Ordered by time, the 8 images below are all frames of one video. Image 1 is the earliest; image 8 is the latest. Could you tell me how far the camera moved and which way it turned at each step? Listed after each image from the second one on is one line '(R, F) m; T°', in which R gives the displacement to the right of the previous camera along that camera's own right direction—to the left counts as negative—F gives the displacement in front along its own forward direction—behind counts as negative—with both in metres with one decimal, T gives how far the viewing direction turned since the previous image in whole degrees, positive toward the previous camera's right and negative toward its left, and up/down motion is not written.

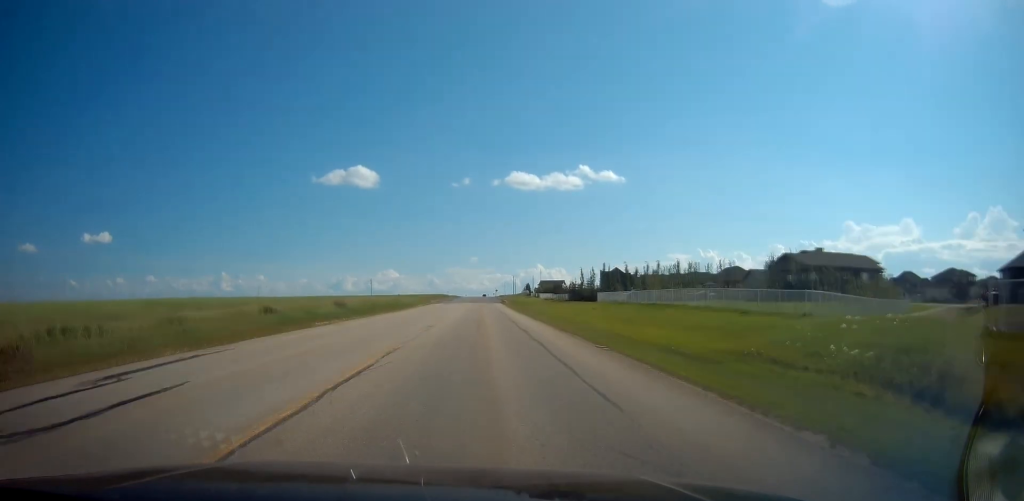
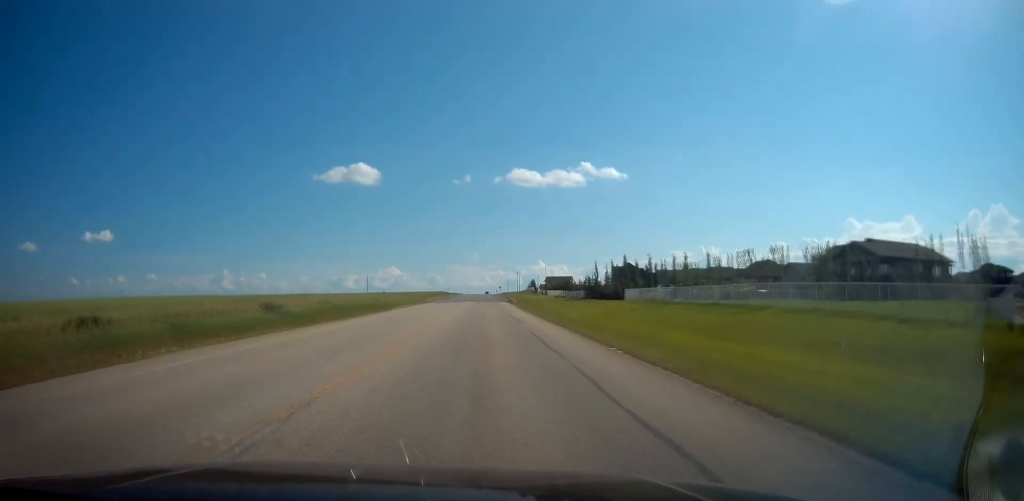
(0.0, +16.7) m; 0°
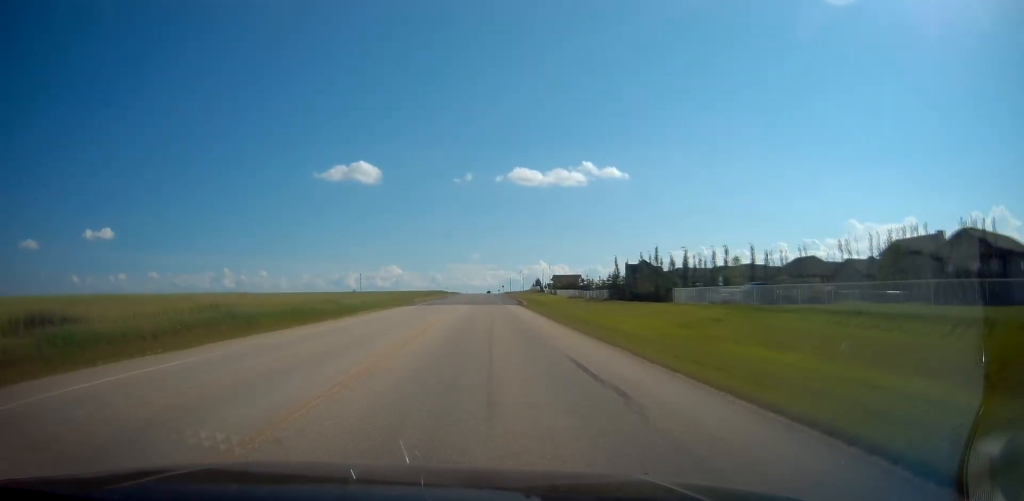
(0.0, +19.5) m; 0°
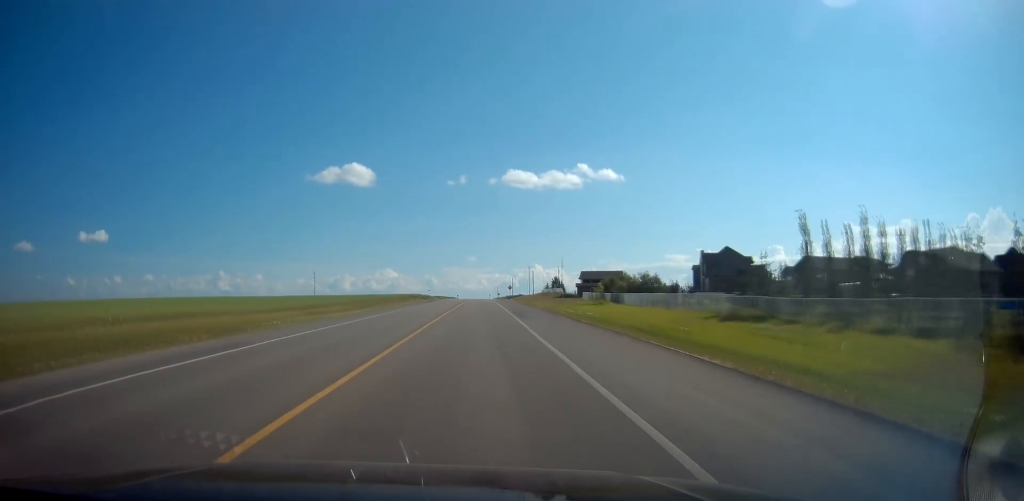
(0.0, +73.4) m; 0°
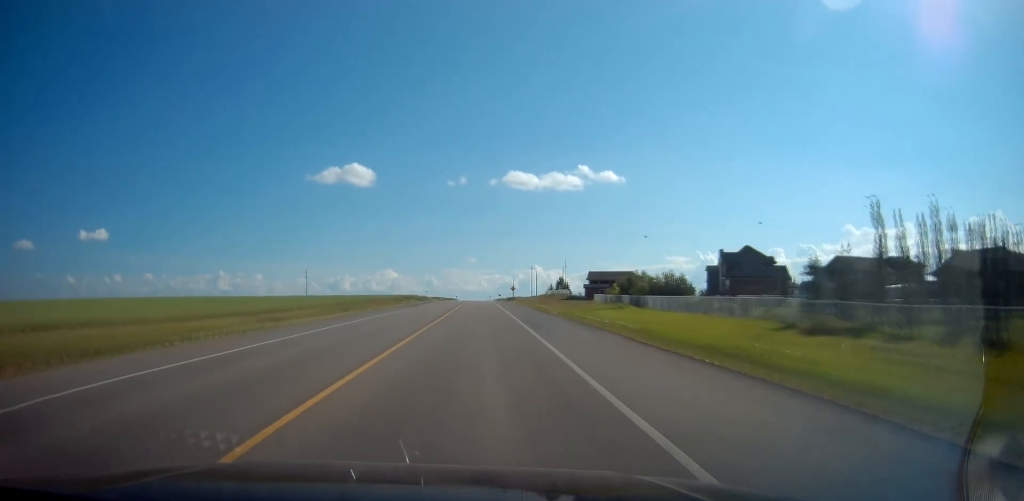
(0.0, +10.4) m; 0°
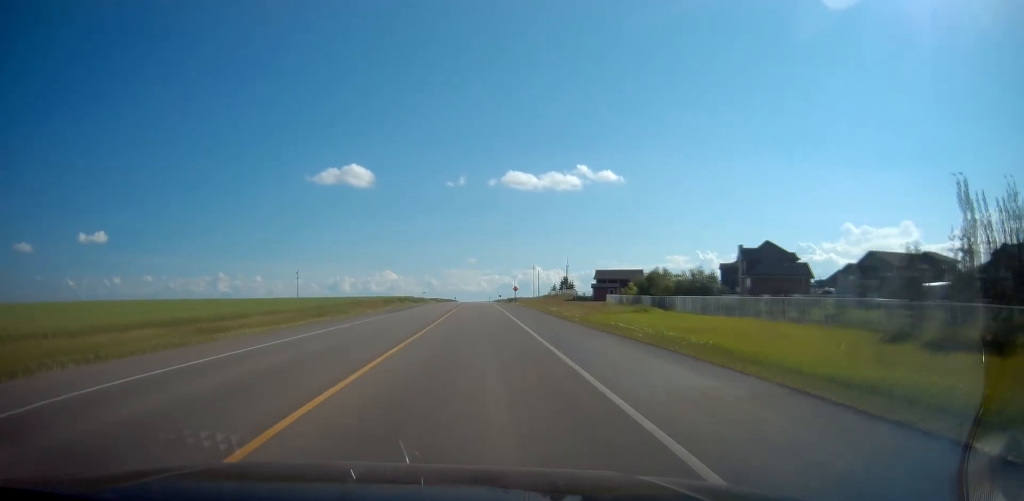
(0.0, +9.5) m; 0°
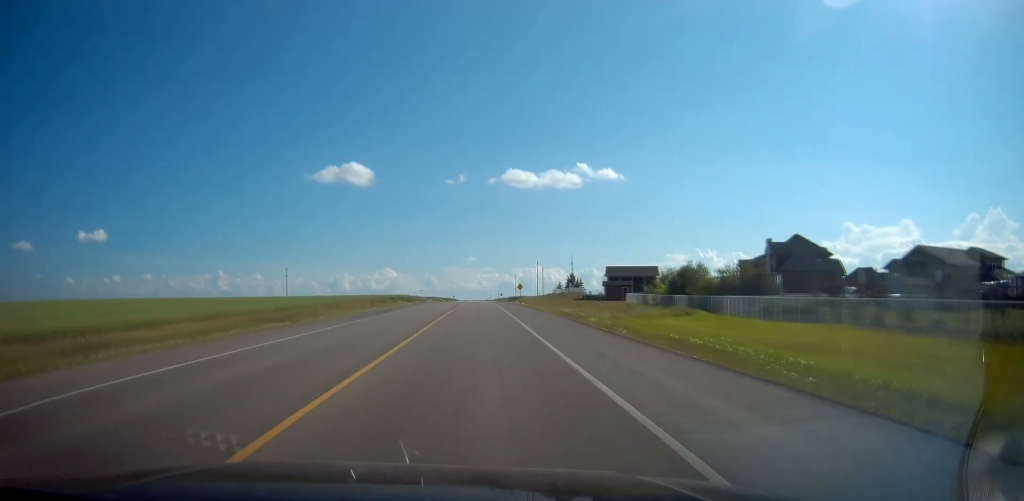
(0.0, +11.5) m; 0°
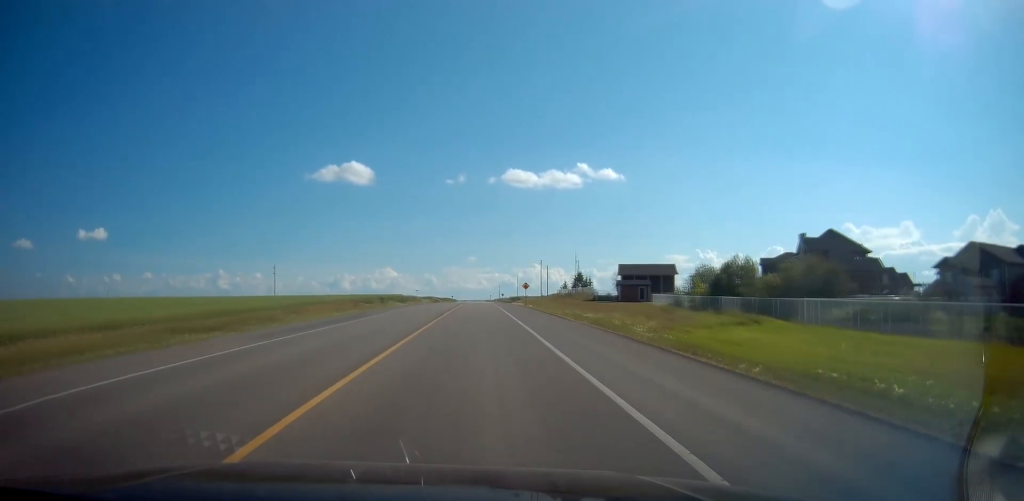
(0.0, +11.1) m; 0°
